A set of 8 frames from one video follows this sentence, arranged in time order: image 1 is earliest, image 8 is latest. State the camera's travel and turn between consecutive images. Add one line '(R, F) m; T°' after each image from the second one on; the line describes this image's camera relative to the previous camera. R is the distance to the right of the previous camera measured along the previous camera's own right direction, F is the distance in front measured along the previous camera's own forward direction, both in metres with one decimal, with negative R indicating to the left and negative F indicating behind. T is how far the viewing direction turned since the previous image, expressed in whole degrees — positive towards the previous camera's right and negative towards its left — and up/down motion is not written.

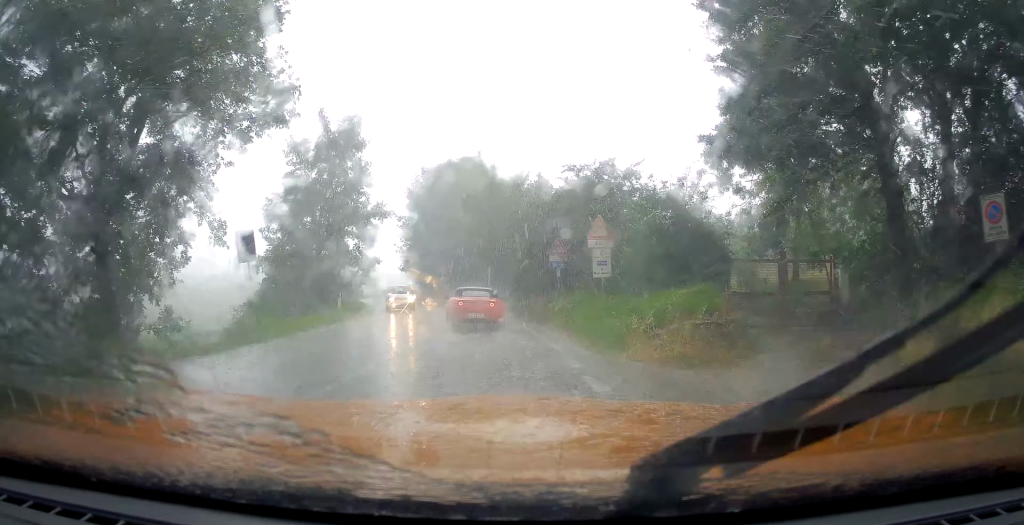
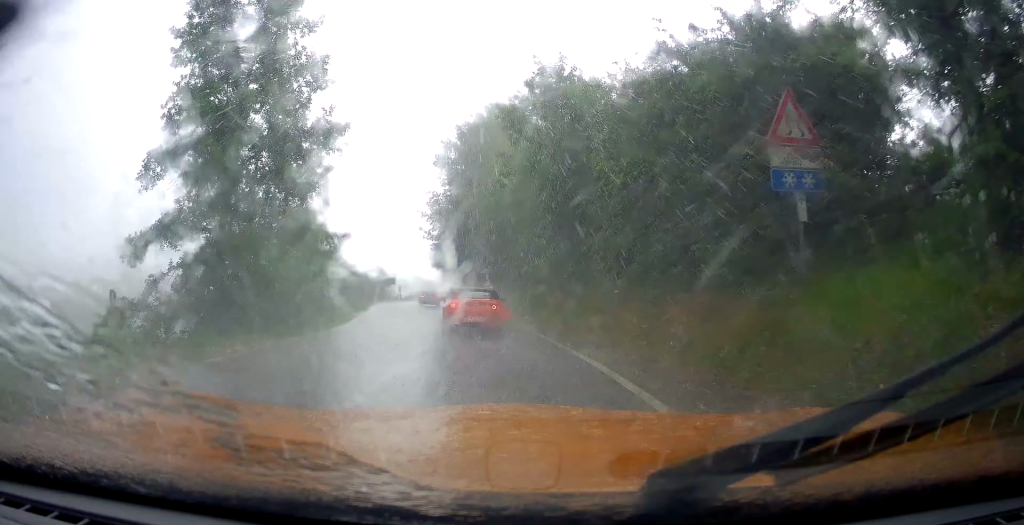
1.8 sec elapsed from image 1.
(+0.4, +16.6) m; -1°
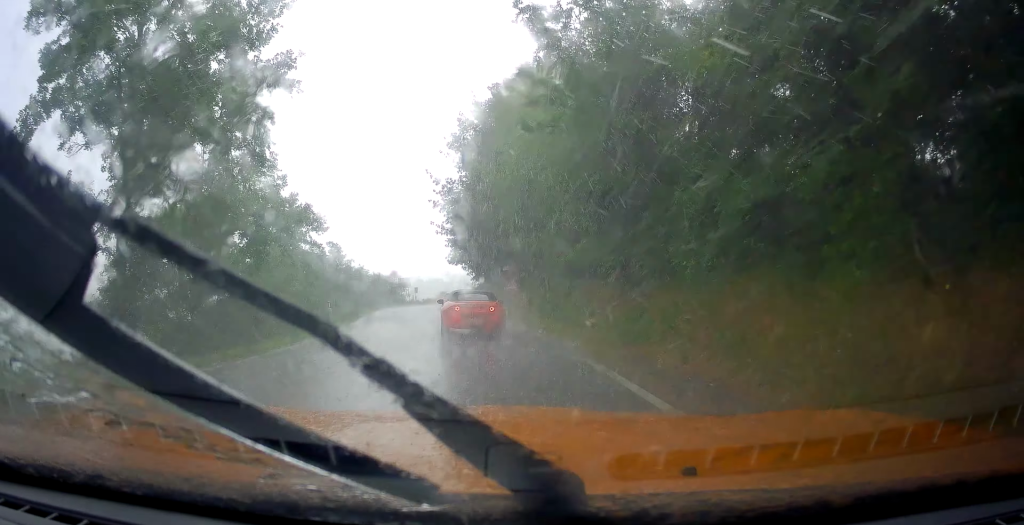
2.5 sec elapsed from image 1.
(-0.2, +6.0) m; -5°
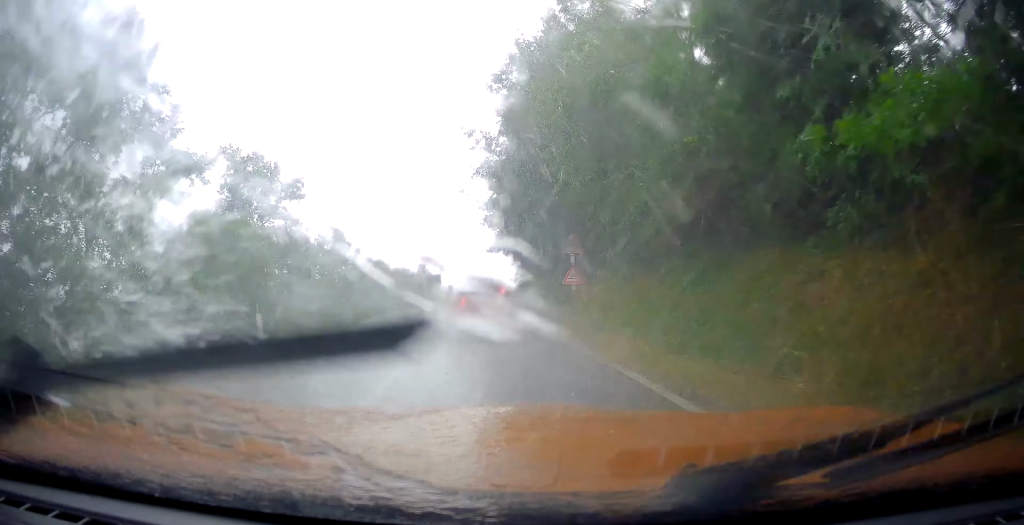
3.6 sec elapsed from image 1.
(-0.9, +10.2) m; -9°
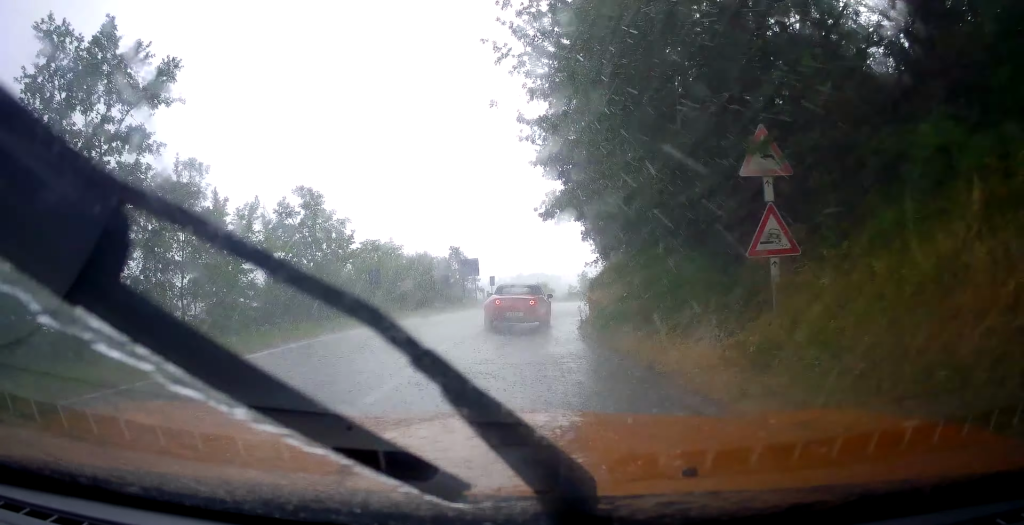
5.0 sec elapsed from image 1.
(-0.6, +13.3) m; -1°
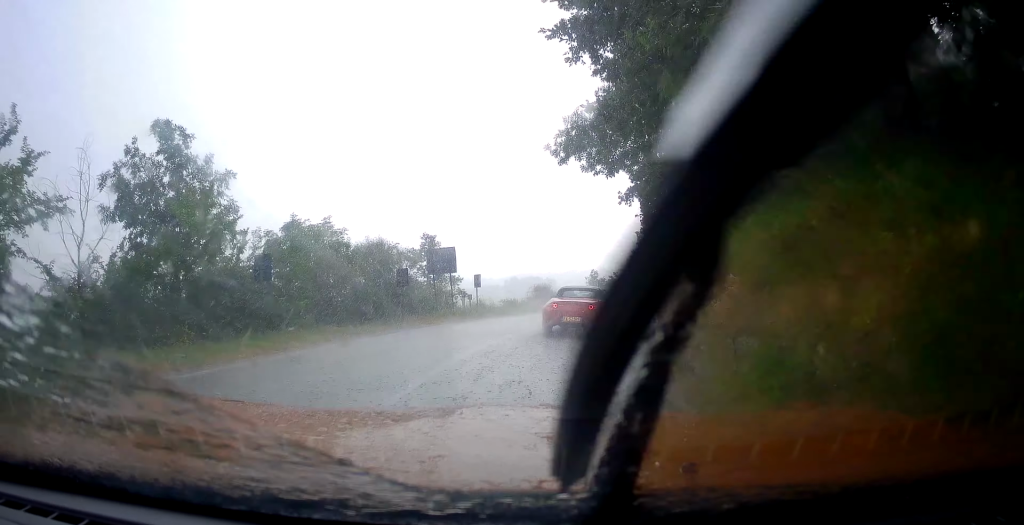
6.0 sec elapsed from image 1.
(+0.5, +9.6) m; +6°
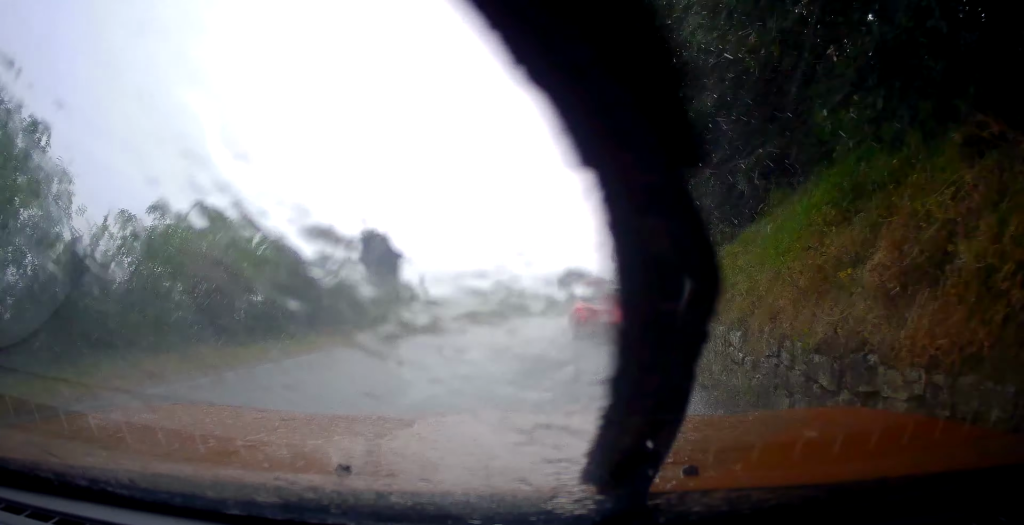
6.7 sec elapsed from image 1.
(+0.2, +5.5) m; +4°
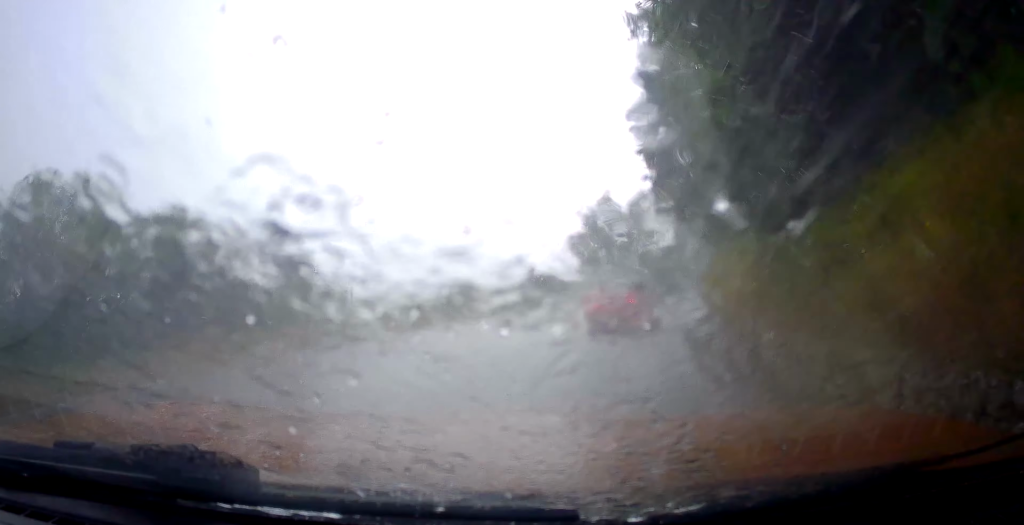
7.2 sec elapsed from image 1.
(+0.1, +4.4) m; +2°
